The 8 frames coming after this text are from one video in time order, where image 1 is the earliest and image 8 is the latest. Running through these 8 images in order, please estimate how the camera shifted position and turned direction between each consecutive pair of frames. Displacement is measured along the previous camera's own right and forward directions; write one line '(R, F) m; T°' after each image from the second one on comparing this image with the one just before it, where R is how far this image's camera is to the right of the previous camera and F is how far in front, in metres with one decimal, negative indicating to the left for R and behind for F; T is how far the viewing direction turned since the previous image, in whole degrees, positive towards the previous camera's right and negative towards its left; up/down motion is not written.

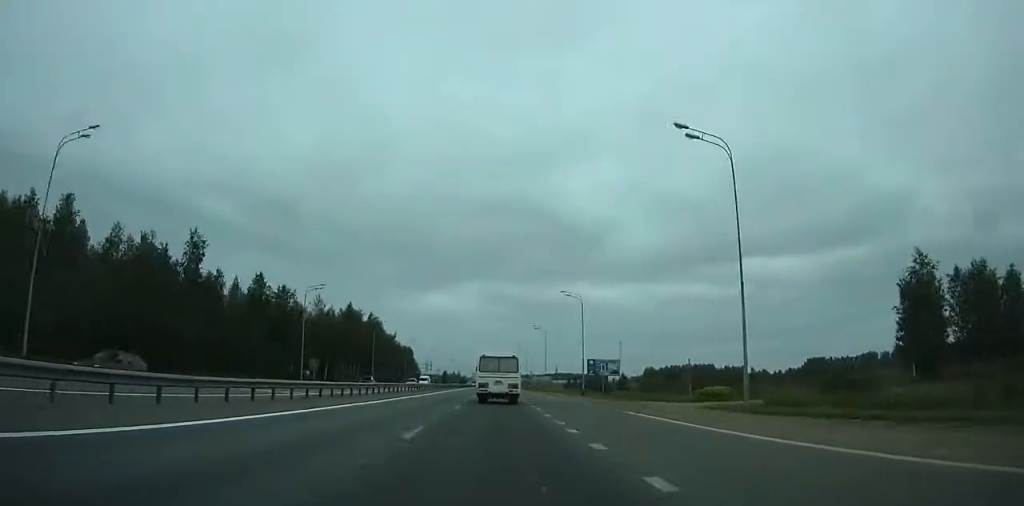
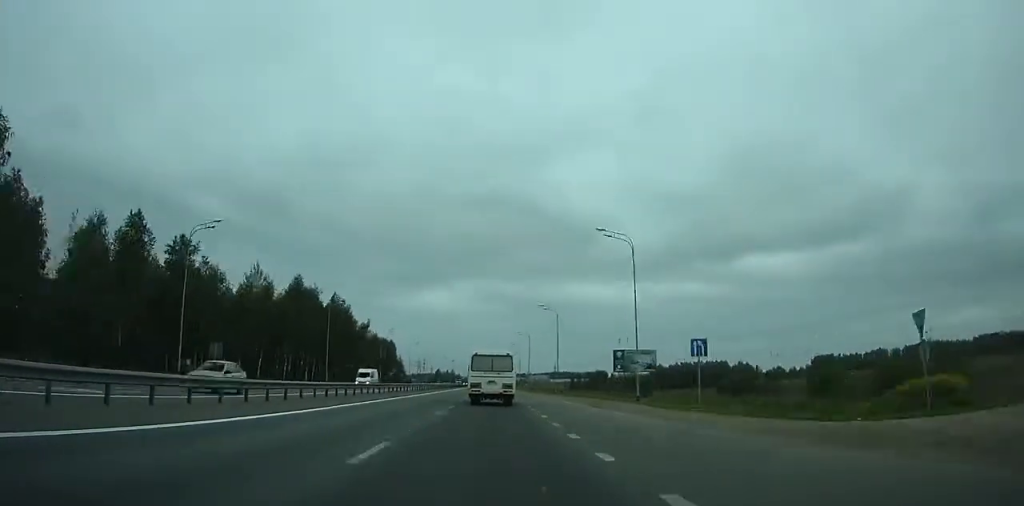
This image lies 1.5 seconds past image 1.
(0.0, +27.1) m; 0°
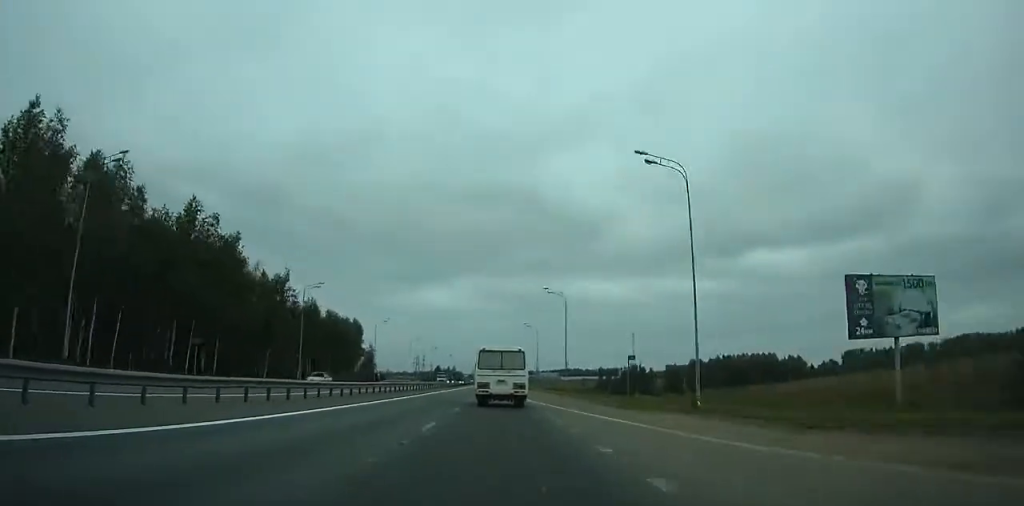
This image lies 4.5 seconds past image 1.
(0.0, +53.8) m; 0°
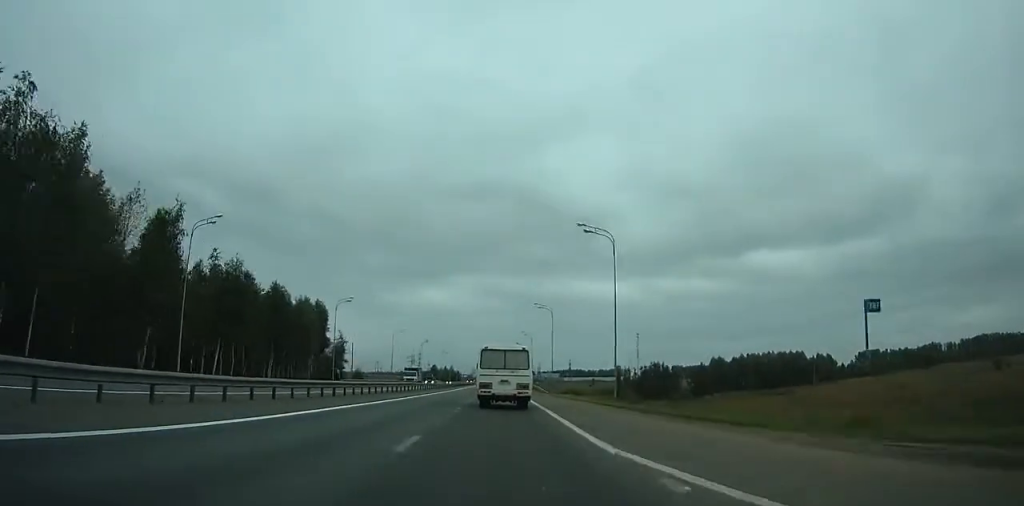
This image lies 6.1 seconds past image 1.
(0.0, +28.6) m; 0°
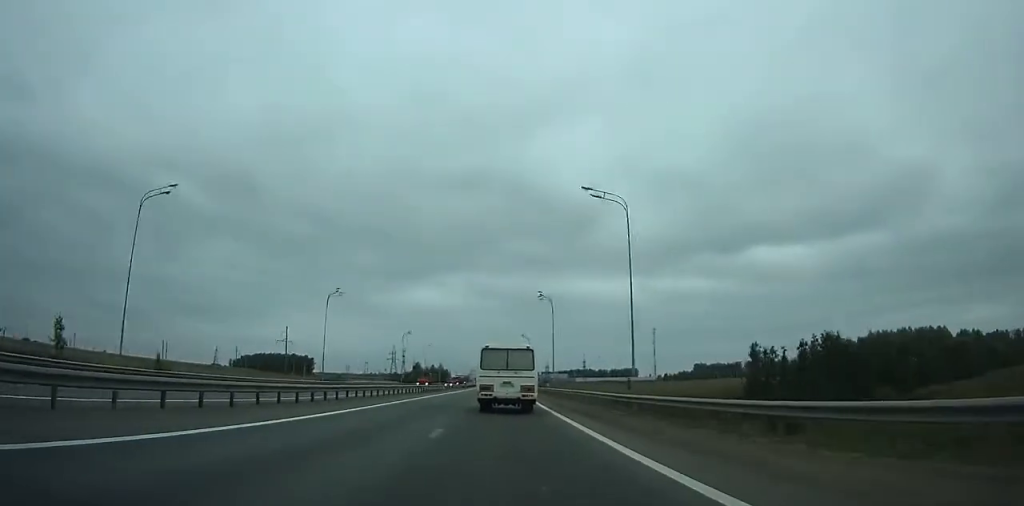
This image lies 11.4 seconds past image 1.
(+0.1, +96.3) m; 0°
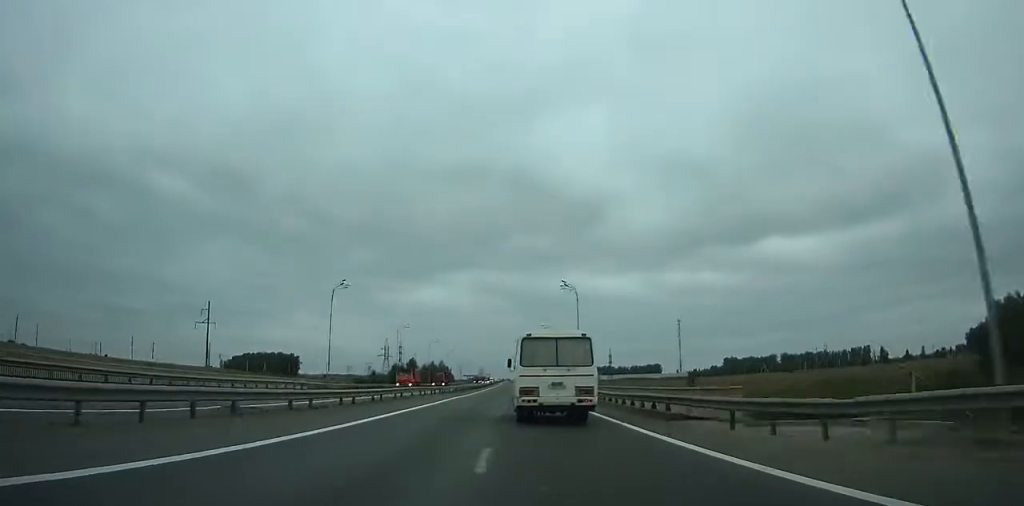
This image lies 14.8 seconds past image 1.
(-0.3, +65.6) m; -1°
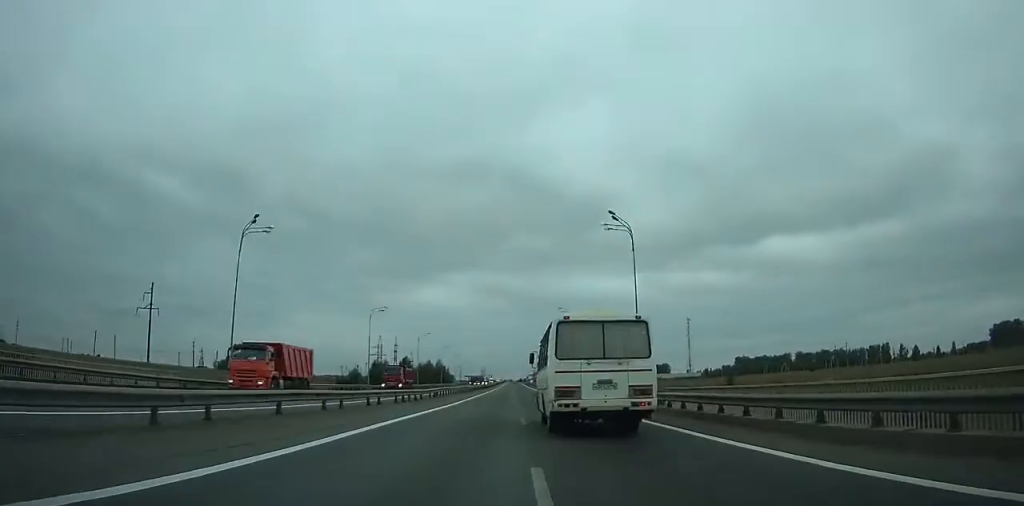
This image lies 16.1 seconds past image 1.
(0.0, +25.9) m; 0°
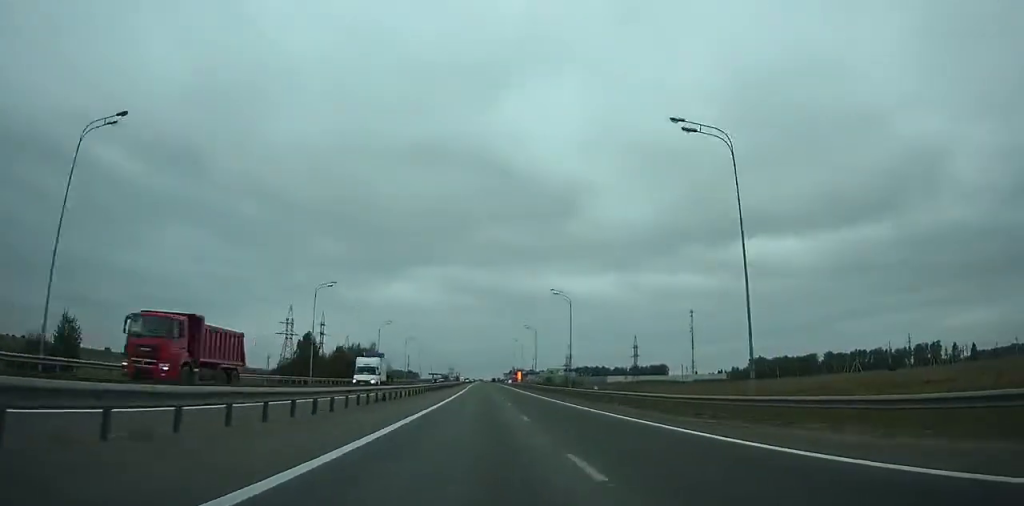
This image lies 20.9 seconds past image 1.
(+0.8, +102.9) m; +2°
